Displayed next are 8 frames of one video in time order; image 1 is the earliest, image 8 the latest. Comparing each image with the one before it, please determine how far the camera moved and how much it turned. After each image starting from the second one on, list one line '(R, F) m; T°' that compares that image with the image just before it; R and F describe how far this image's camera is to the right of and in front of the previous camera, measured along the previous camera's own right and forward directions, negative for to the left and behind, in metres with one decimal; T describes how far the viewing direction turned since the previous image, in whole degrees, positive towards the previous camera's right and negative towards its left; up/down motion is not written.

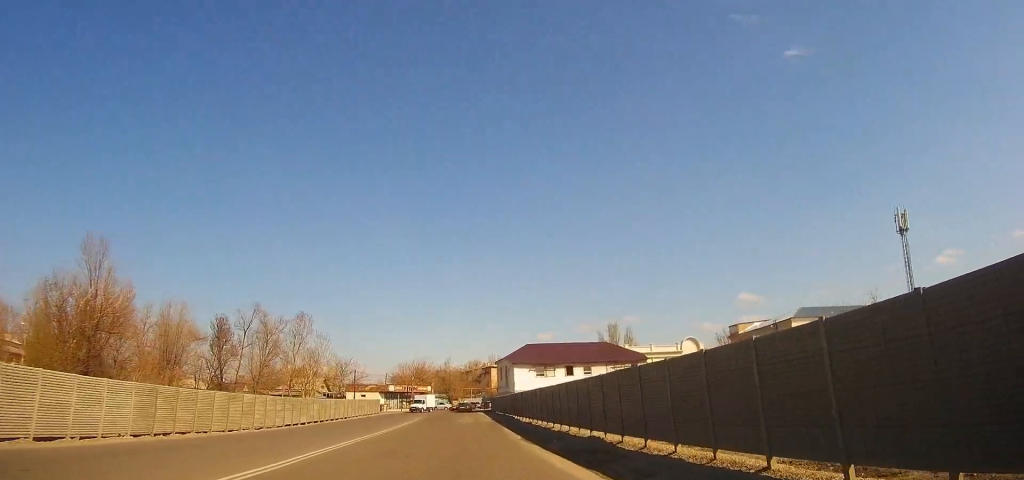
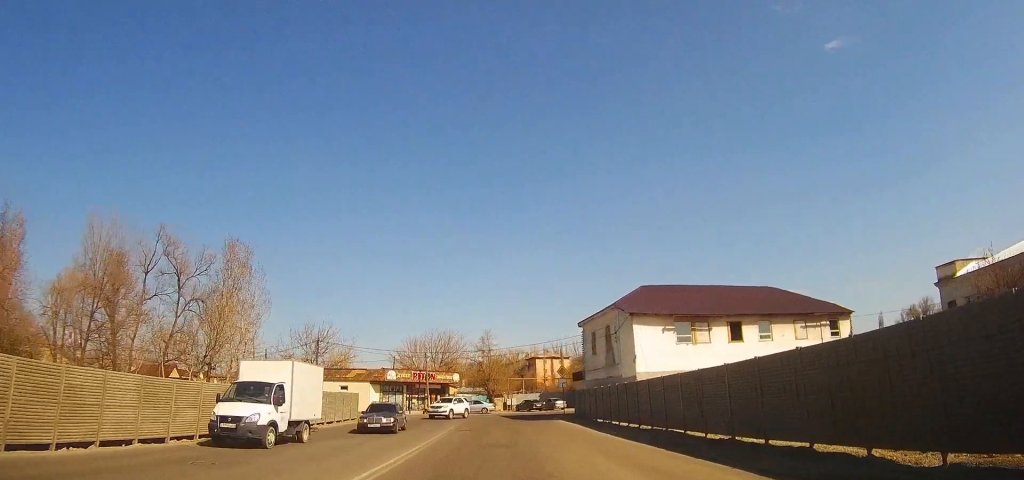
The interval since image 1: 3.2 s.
(+0.4, +41.7) m; 0°
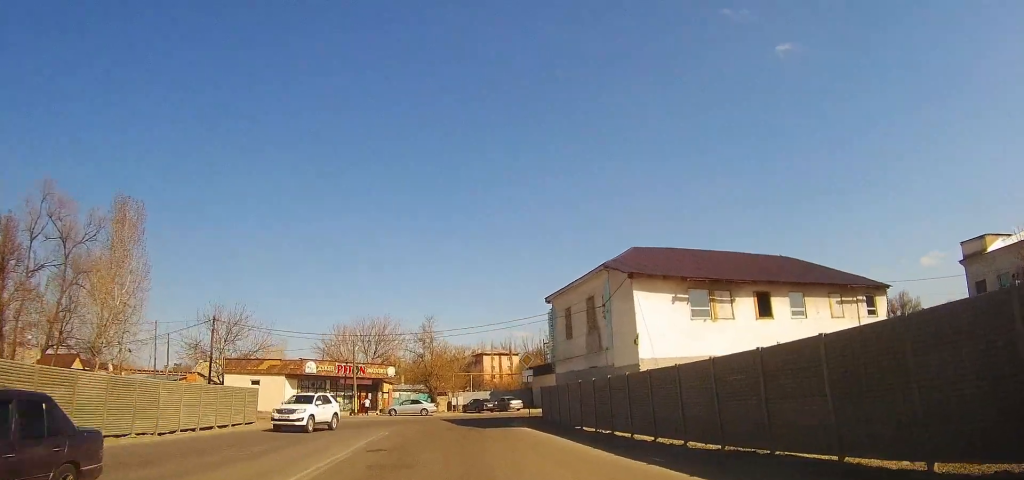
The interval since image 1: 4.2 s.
(+0.2, +11.8) m; +2°
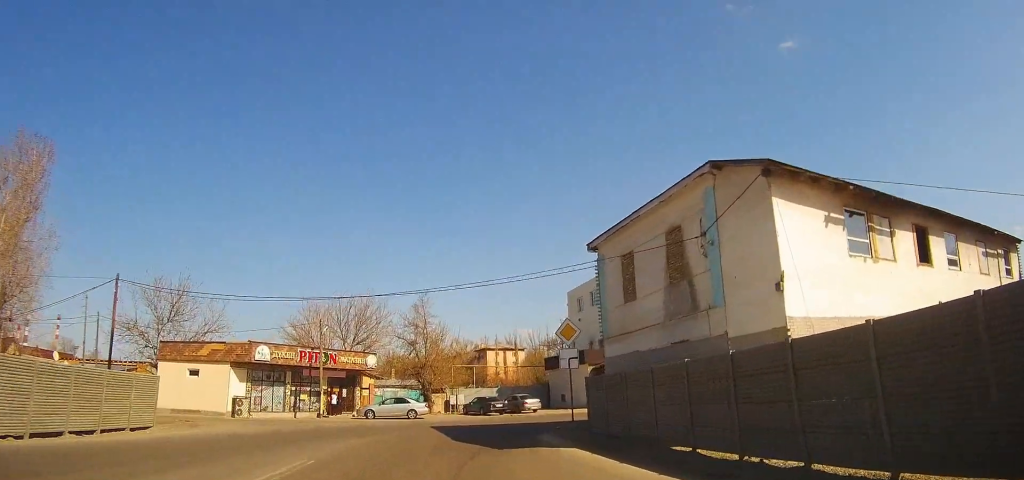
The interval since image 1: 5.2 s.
(+0.4, +12.6) m; +2°
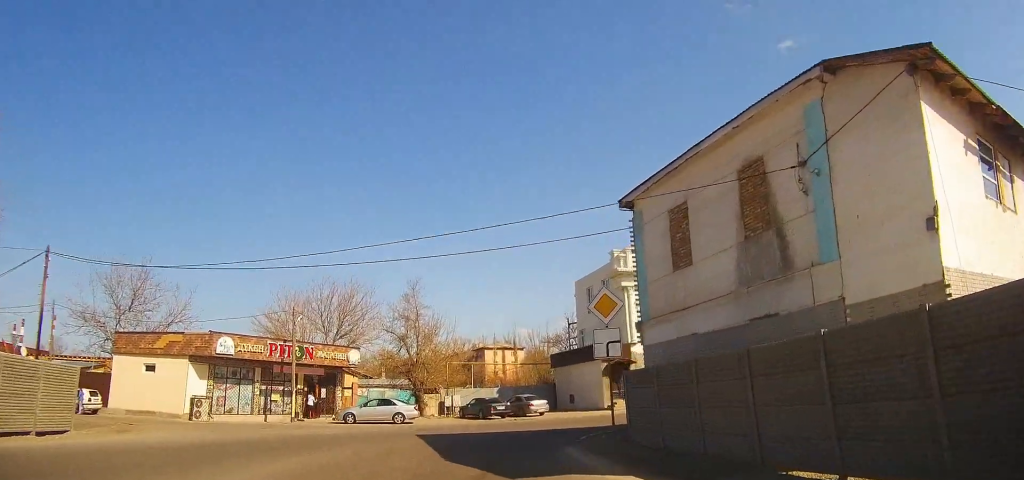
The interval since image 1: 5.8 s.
(0.0, +5.9) m; +1°
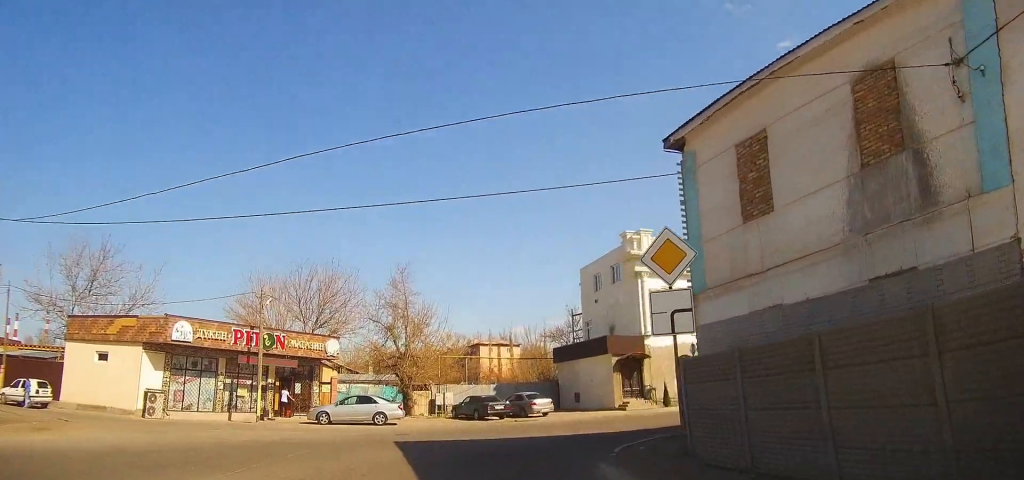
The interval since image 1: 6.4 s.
(0.0, +5.5) m; +1°
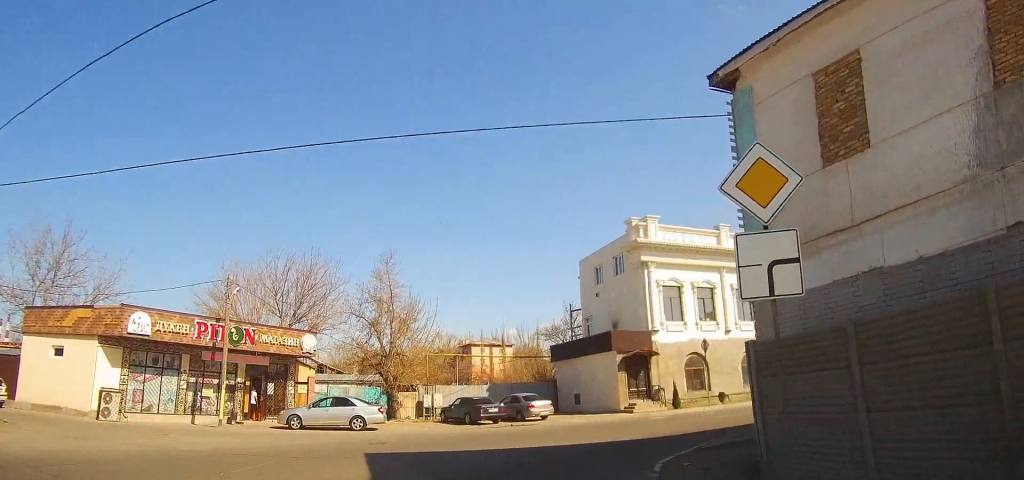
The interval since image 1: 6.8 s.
(+0.1, +3.7) m; +1°
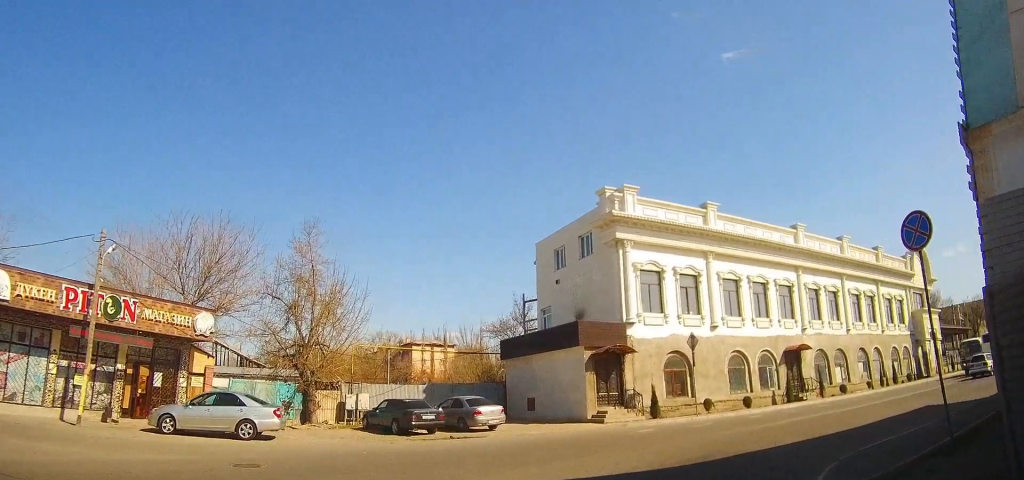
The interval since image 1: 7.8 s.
(+0.1, +7.5) m; +4°
